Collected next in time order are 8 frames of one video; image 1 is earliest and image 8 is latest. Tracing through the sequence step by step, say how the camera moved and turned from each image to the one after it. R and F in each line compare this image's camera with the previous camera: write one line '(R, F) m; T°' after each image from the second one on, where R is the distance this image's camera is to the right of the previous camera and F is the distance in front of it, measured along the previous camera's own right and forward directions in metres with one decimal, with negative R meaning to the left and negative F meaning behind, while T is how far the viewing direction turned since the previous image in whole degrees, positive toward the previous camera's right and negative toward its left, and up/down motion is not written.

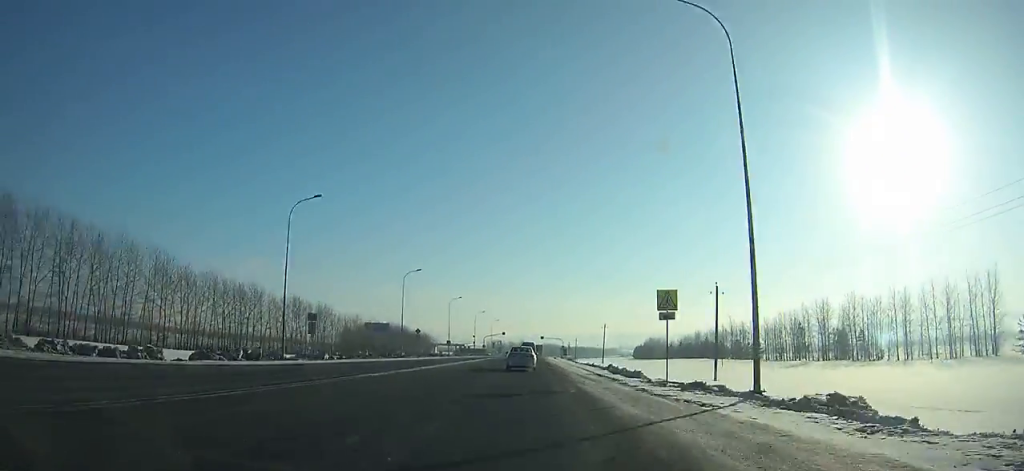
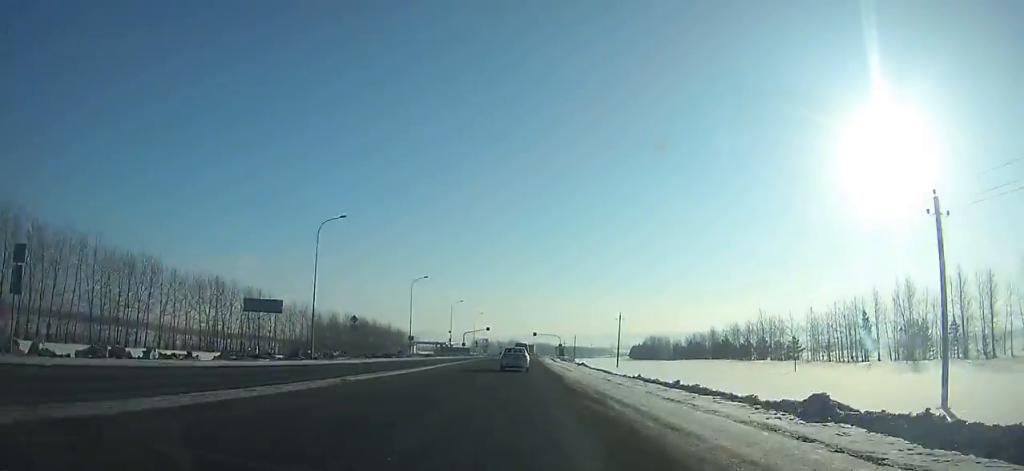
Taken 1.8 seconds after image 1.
(+0.3, +32.3) m; +1°
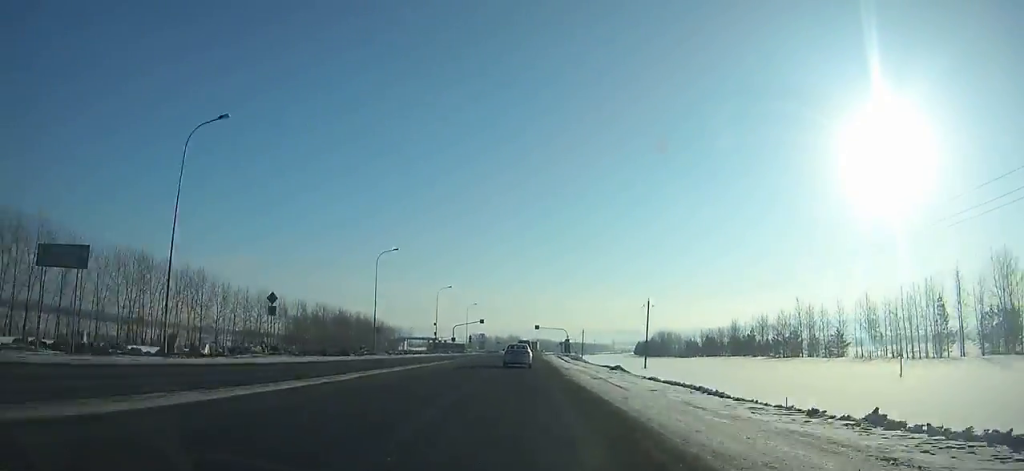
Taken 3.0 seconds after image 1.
(+0.1, +22.0) m; 0°
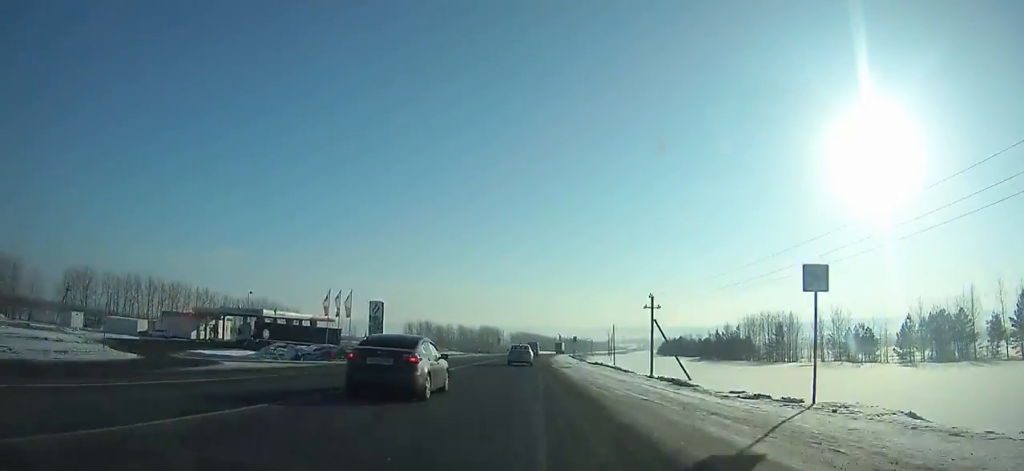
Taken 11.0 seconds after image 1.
(+2.0, +153.8) m; +1°
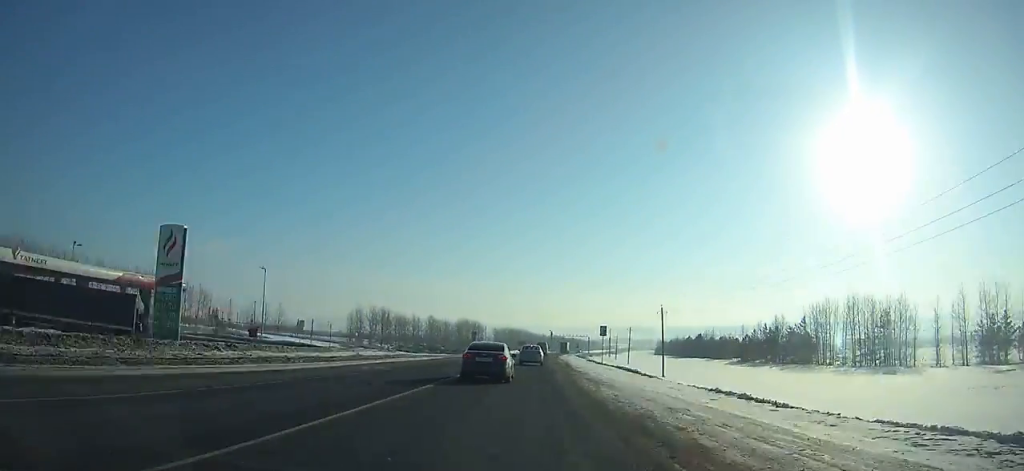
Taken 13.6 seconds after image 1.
(+0.2, +51.5) m; +2°
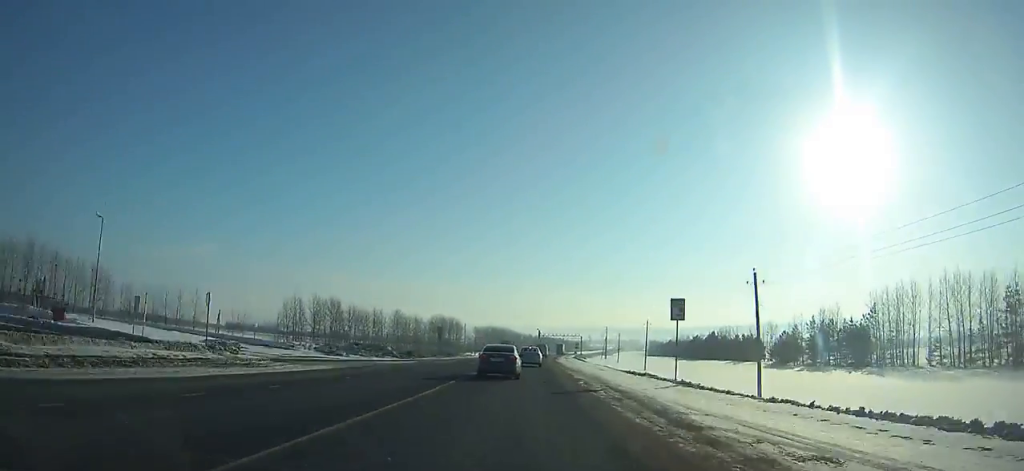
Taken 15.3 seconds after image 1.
(+0.7, +33.9) m; +1°
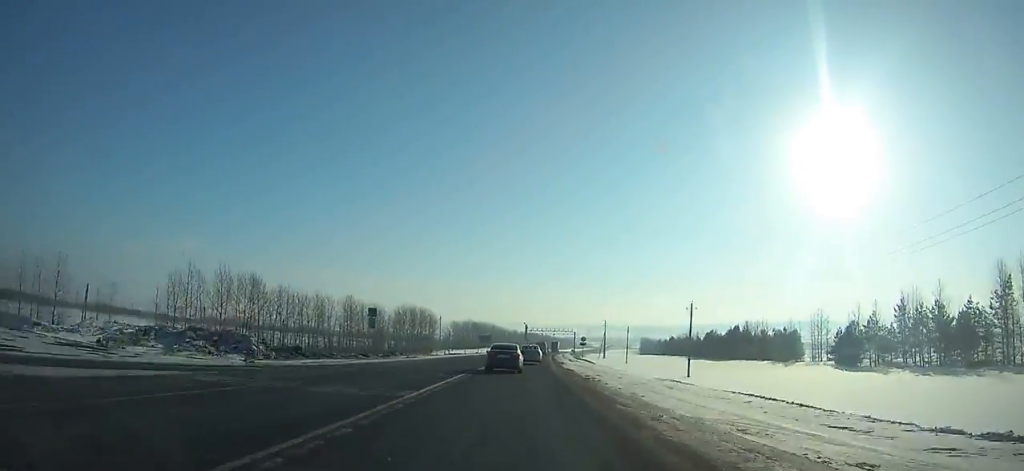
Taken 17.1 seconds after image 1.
(+0.4, +36.0) m; +1°
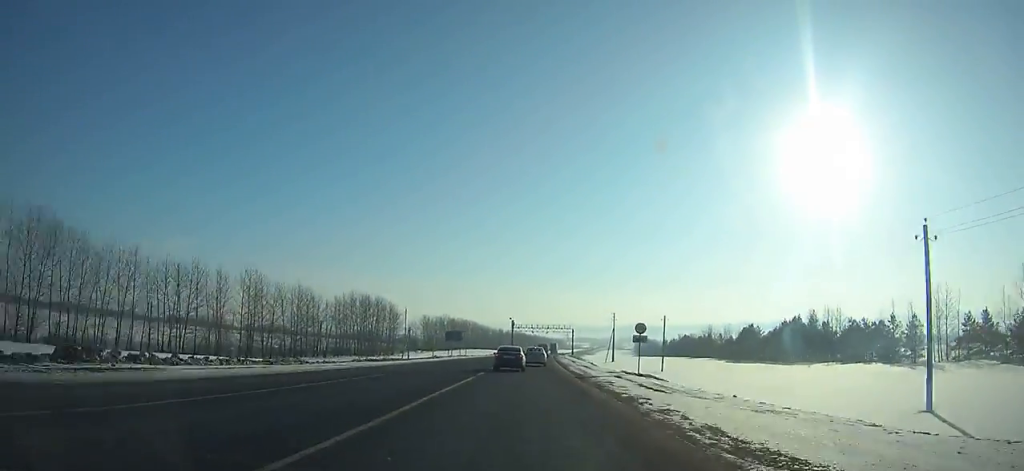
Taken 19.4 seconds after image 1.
(+0.4, +46.2) m; +1°
